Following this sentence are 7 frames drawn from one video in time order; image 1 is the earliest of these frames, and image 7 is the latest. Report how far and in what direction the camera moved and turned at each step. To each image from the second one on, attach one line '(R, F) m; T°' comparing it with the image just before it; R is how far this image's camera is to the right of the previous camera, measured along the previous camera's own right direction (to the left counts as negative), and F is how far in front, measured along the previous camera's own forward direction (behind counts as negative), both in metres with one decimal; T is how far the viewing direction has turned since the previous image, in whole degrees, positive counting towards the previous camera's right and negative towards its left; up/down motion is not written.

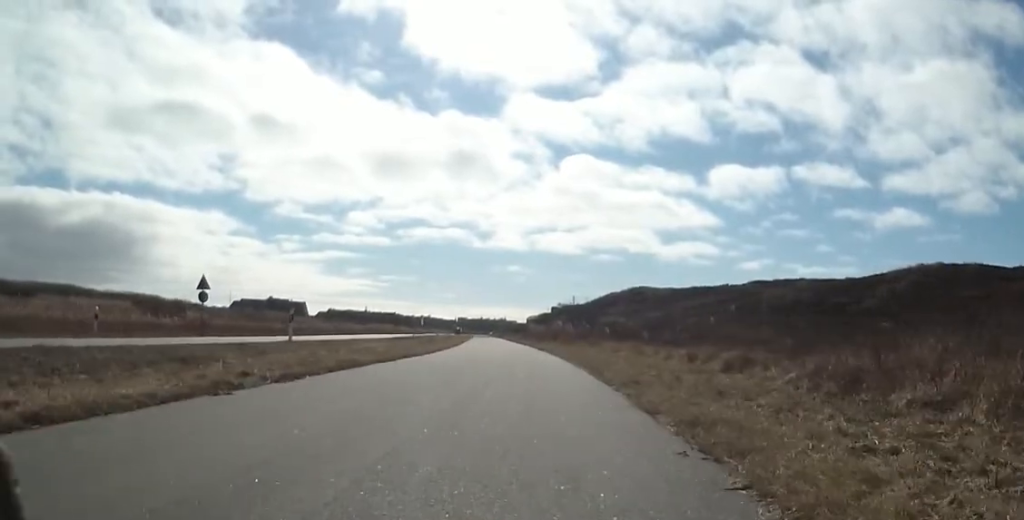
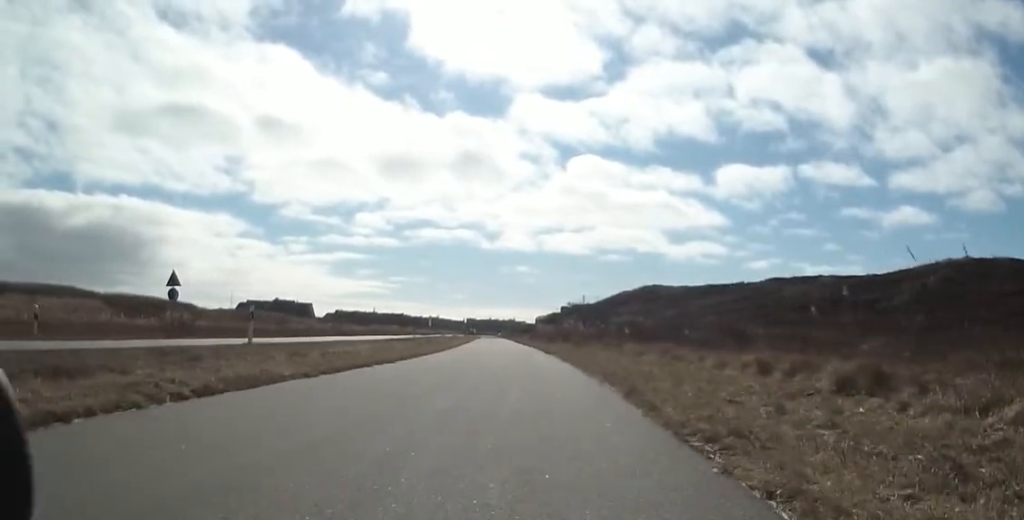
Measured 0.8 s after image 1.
(+0.1, +4.4) m; -4°
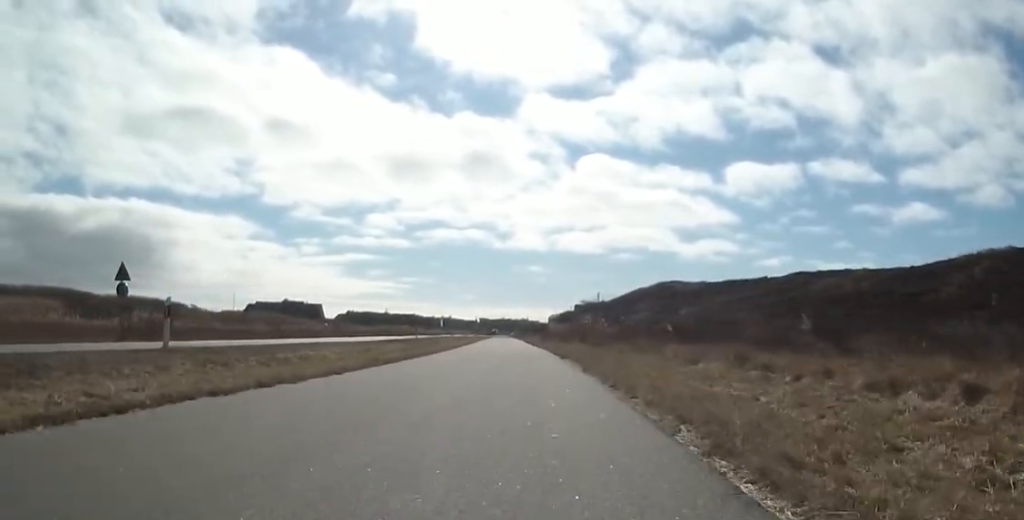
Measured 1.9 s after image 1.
(-0.6, +5.9) m; 0°
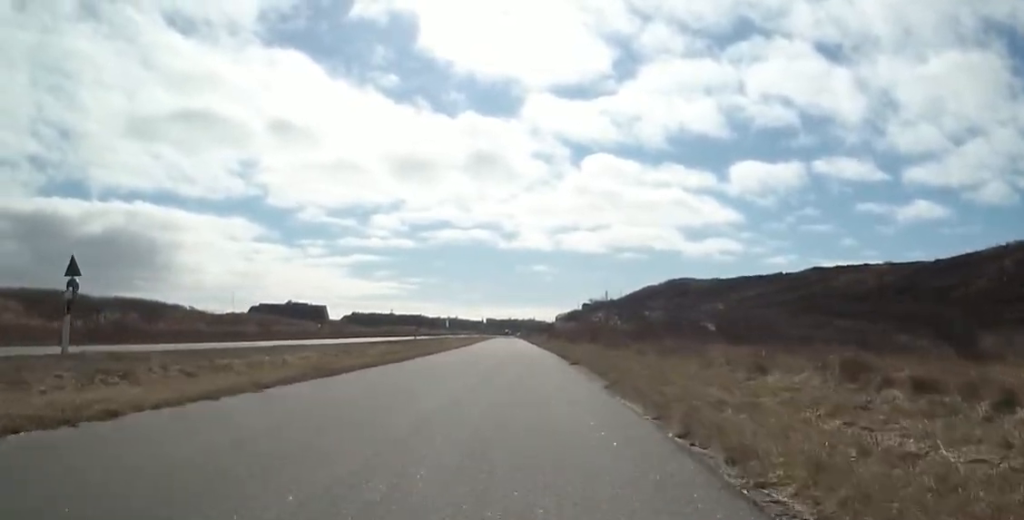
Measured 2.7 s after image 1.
(+0.2, +4.3) m; +3°
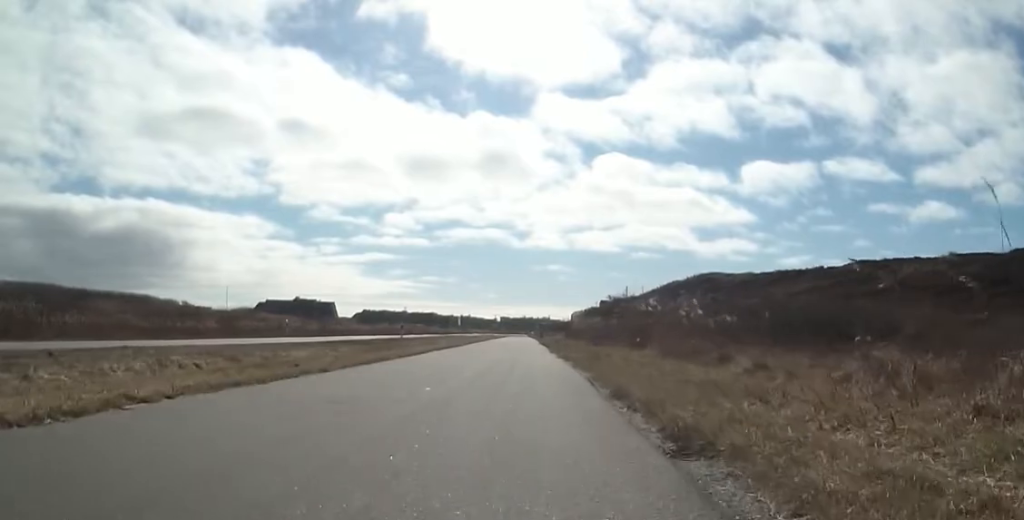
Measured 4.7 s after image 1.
(+0.7, +11.4) m; -3°
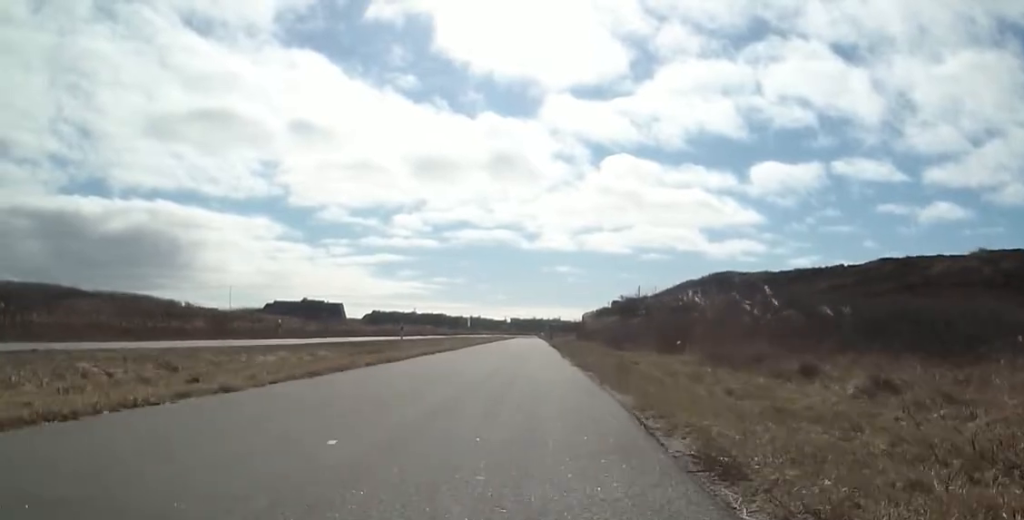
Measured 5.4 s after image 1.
(-0.5, +3.5) m; 0°
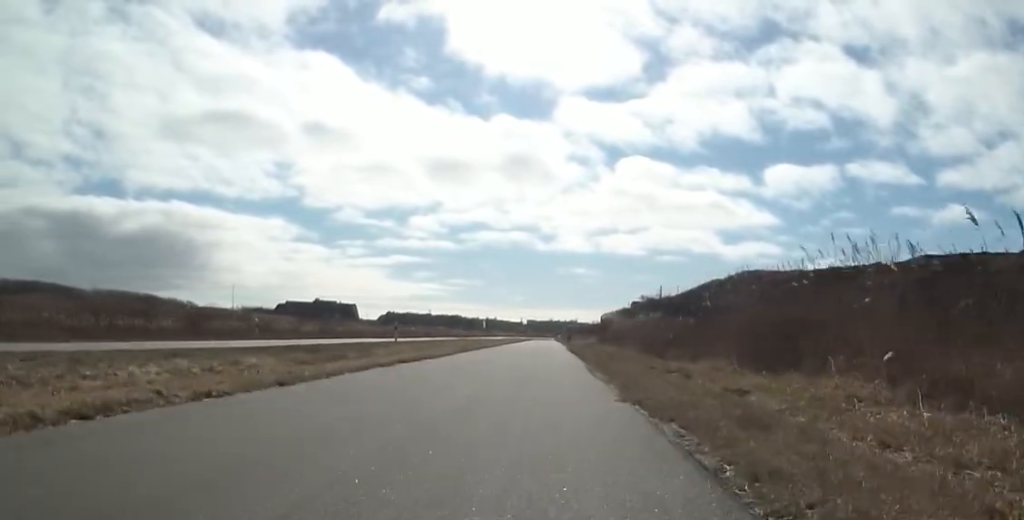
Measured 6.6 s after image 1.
(0.0, +6.5) m; +3°
